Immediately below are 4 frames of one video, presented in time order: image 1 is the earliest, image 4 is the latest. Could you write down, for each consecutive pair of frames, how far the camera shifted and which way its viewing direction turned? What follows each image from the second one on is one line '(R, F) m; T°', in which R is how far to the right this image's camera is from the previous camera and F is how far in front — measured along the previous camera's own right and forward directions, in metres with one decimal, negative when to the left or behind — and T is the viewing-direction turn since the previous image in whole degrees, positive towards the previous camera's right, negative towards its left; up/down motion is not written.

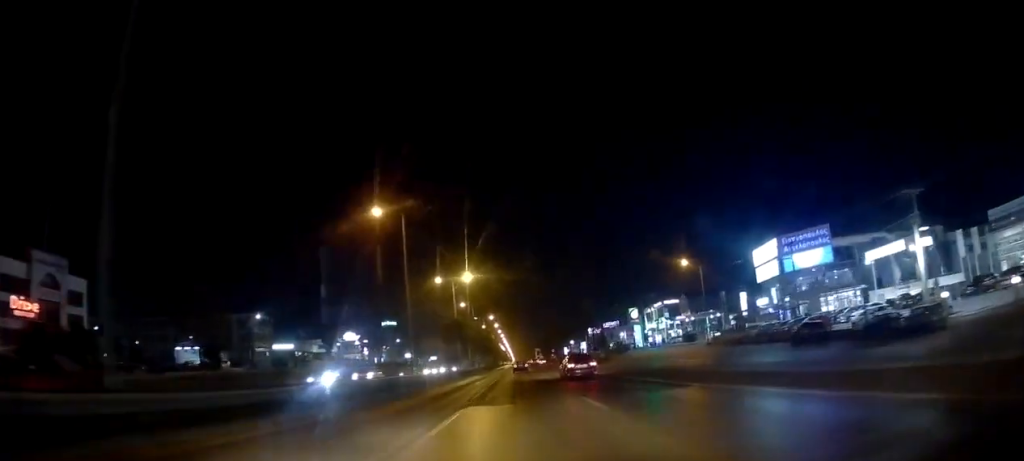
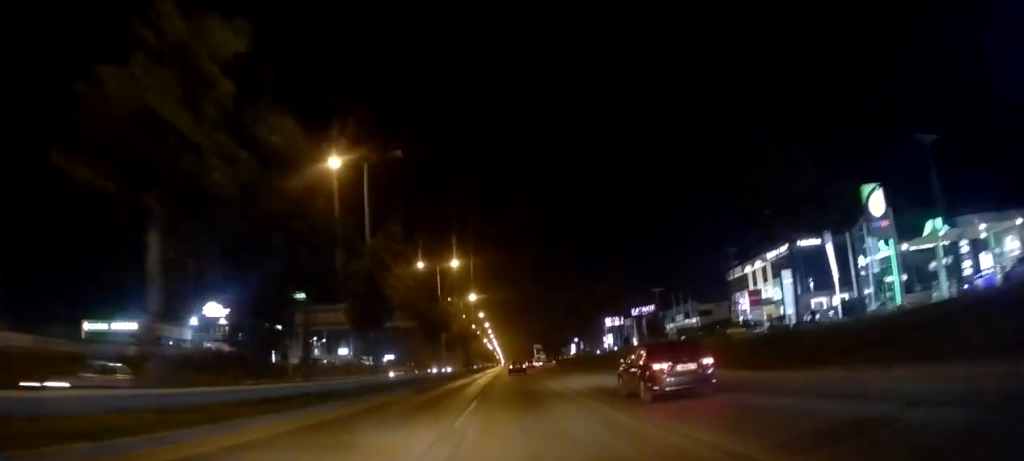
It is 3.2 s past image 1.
(+1.2, +84.0) m; +1°
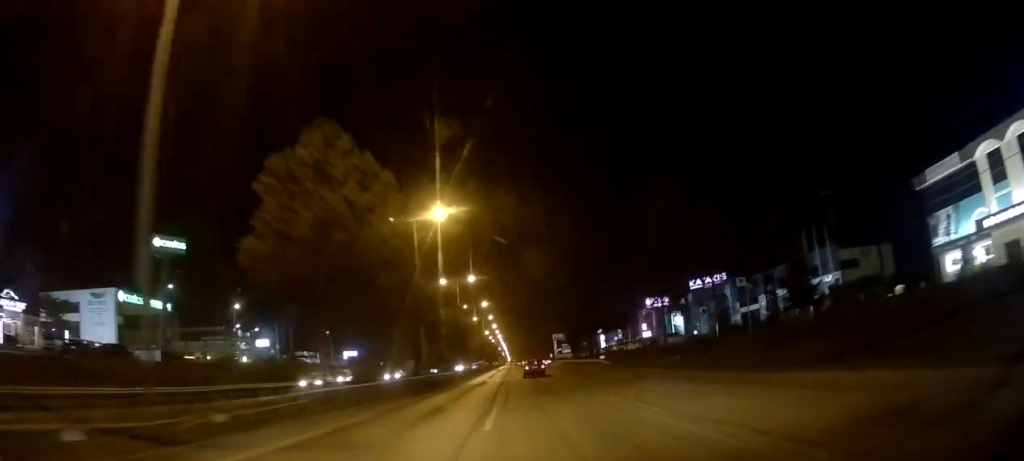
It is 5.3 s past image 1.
(-0.1, +58.6) m; 0°
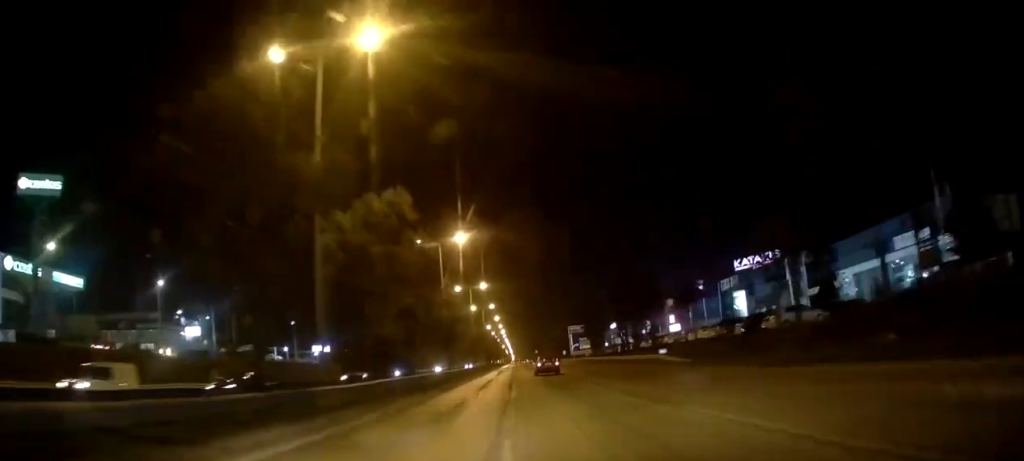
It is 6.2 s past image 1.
(+0.1, +26.3) m; 0°
